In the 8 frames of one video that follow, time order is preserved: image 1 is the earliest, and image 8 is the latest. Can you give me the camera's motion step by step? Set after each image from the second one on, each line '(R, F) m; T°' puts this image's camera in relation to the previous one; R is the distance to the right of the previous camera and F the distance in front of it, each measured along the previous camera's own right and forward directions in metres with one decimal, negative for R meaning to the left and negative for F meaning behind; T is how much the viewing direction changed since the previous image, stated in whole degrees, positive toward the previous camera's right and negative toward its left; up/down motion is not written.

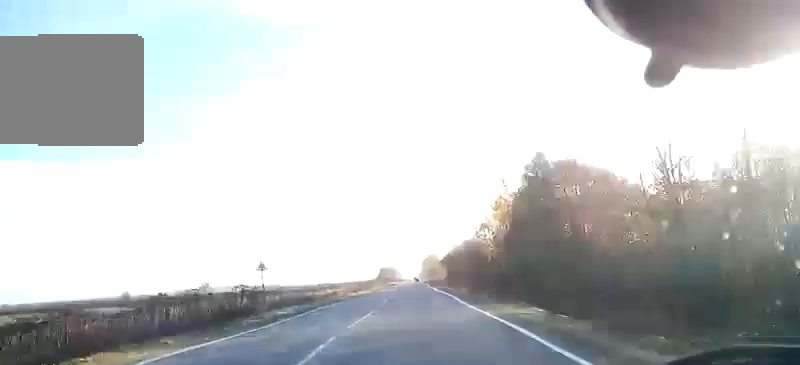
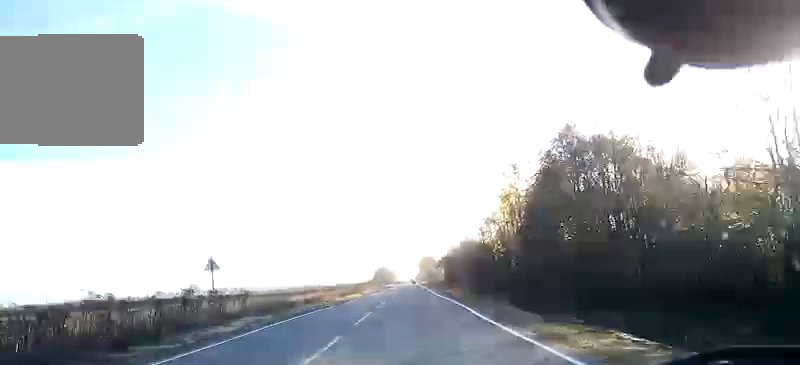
(0.0, +10.1) m; 0°
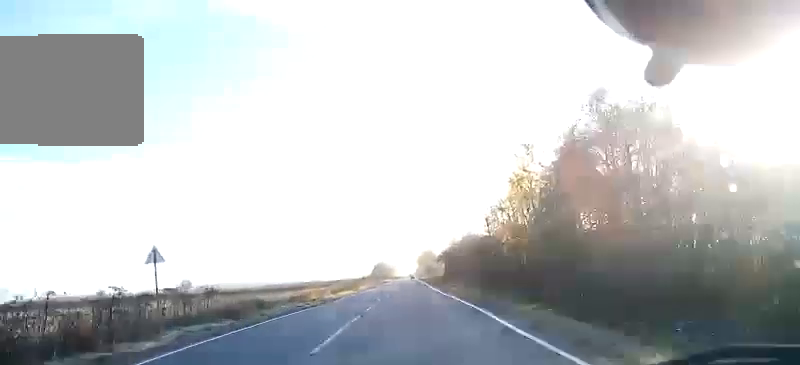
(0.0, +8.1) m; 0°
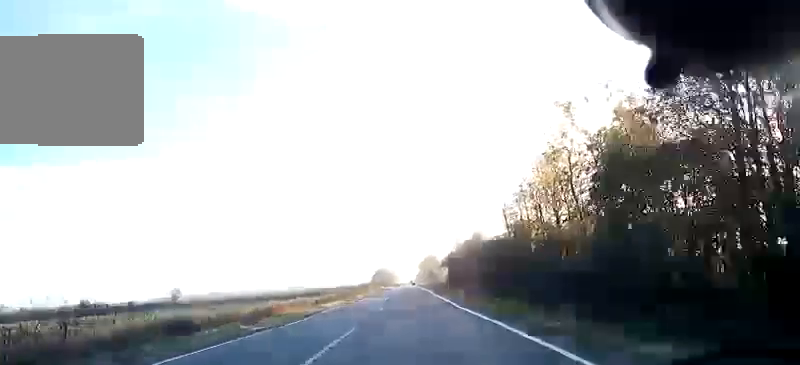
(0.0, +14.5) m; 0°
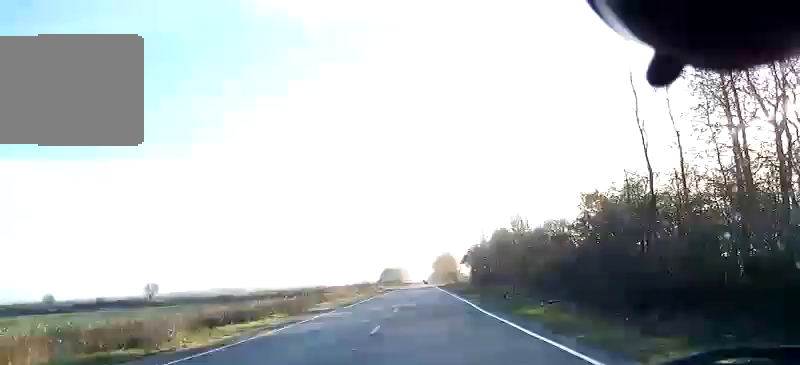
(0.0, +36.4) m; 0°
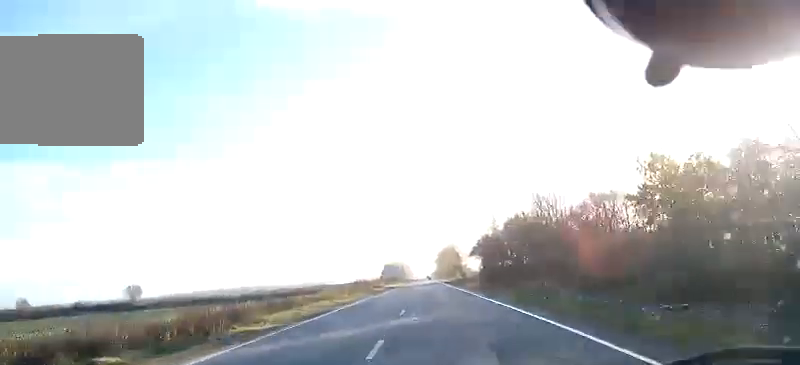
(0.0, +19.0) m; 0°
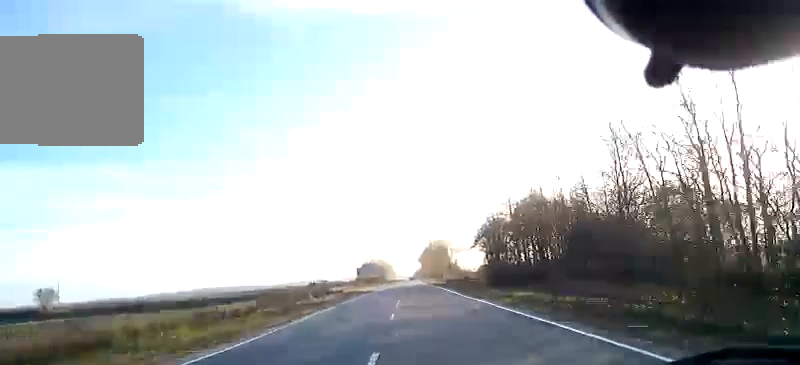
(0.0, +38.7) m; 0°
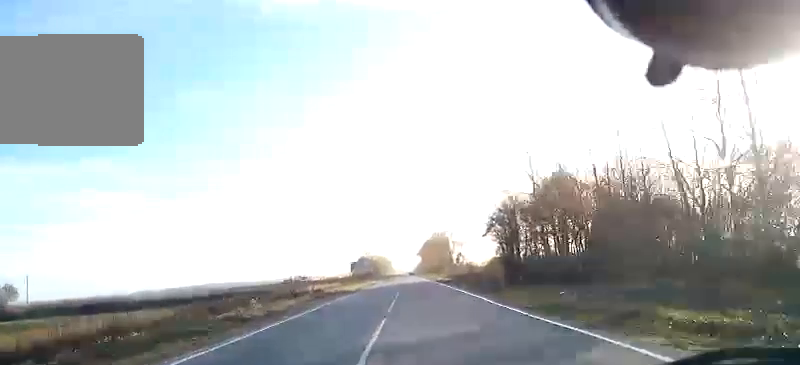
(0.0, +16.3) m; 0°
